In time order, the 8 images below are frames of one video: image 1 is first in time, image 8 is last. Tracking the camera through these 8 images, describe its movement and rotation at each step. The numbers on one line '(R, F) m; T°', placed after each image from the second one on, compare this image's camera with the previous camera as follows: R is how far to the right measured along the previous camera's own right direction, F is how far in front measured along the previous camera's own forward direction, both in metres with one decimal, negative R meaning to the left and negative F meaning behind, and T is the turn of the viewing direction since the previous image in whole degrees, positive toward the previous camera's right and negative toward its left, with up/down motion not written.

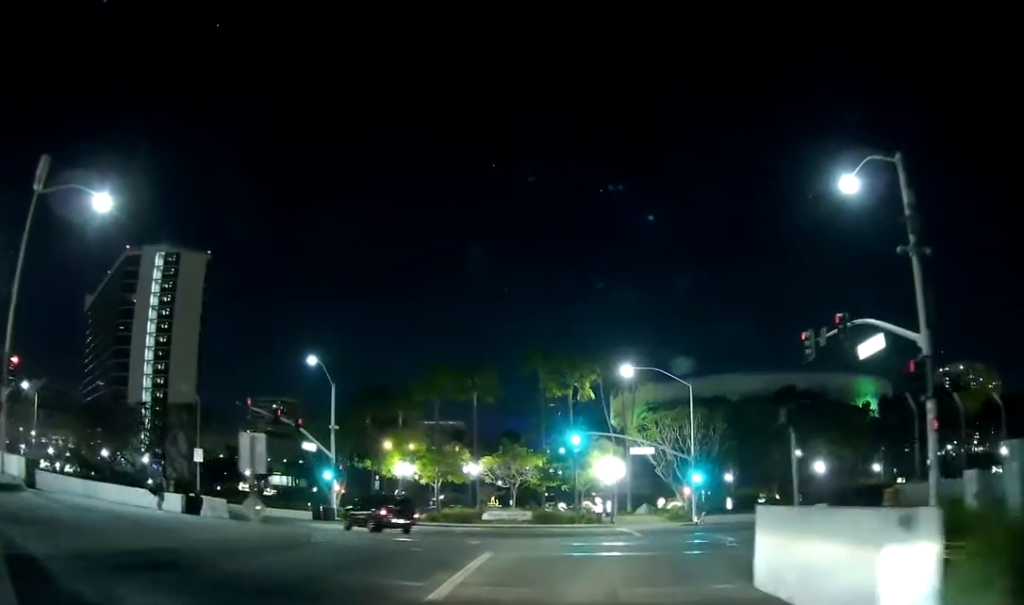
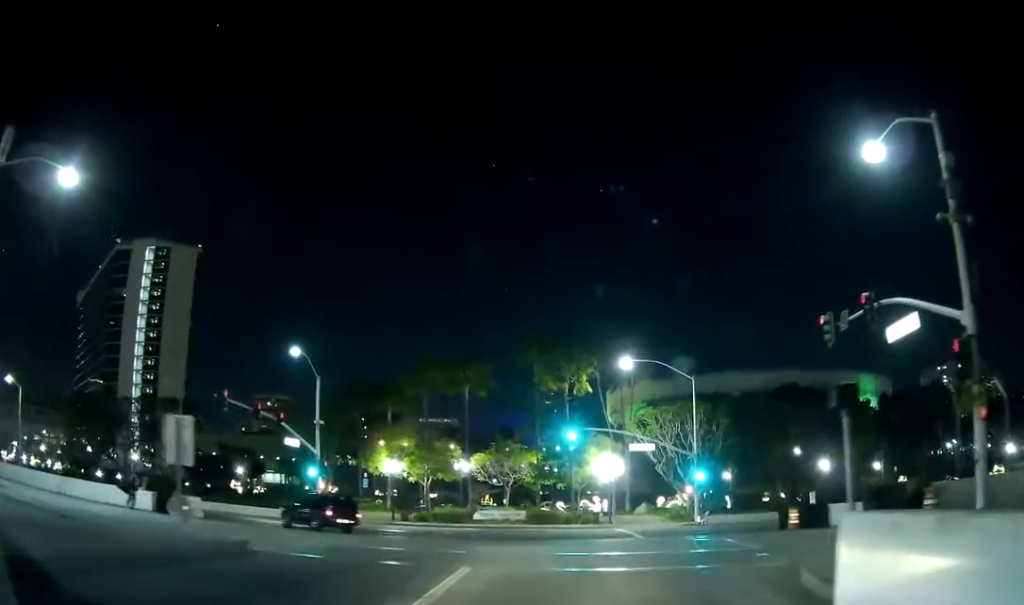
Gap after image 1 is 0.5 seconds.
(0.0, +2.7) m; 0°
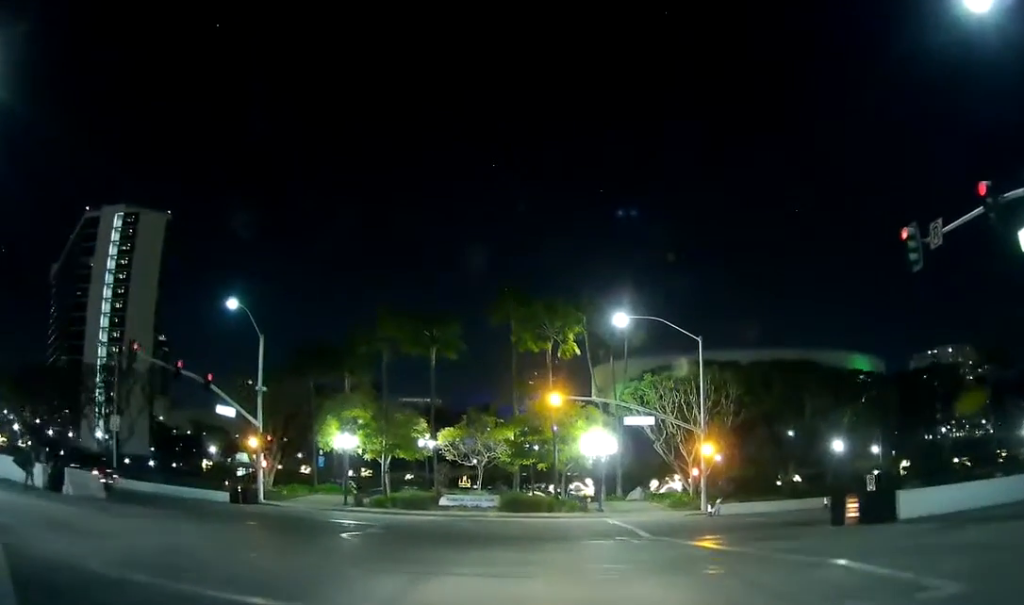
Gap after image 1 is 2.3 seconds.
(0.0, +8.3) m; -3°
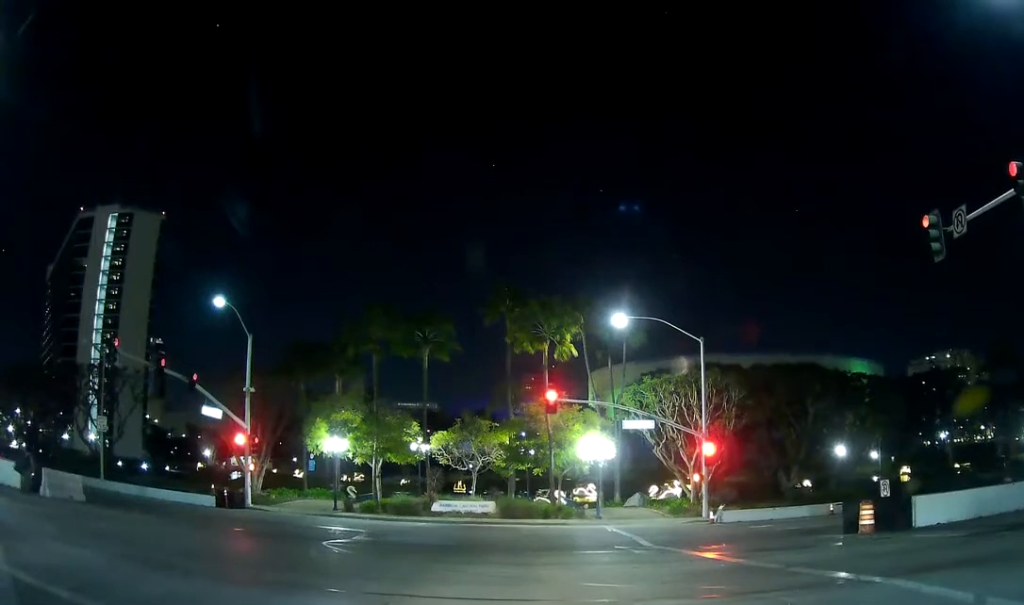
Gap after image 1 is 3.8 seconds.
(-0.4, +2.9) m; -6°
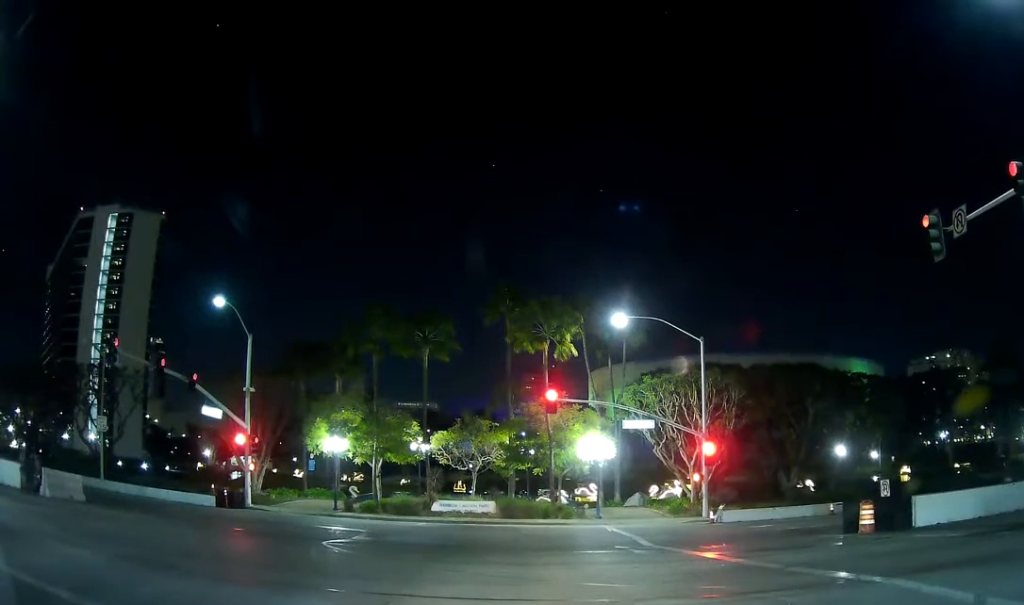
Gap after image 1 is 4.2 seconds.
(-0.1, +0.1) m; 0°
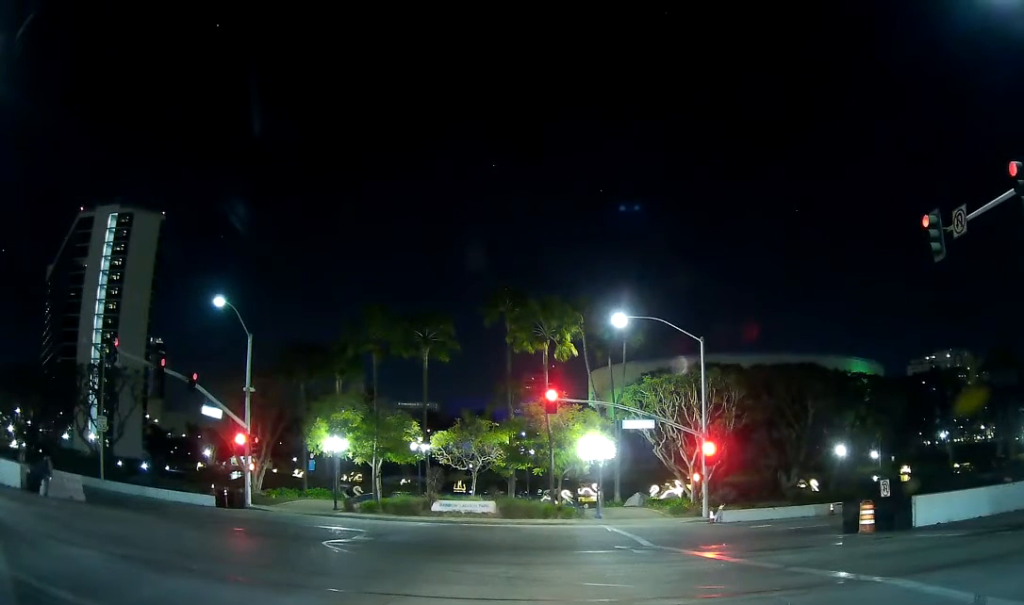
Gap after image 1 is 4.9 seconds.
(0.0, 0.0) m; 0°
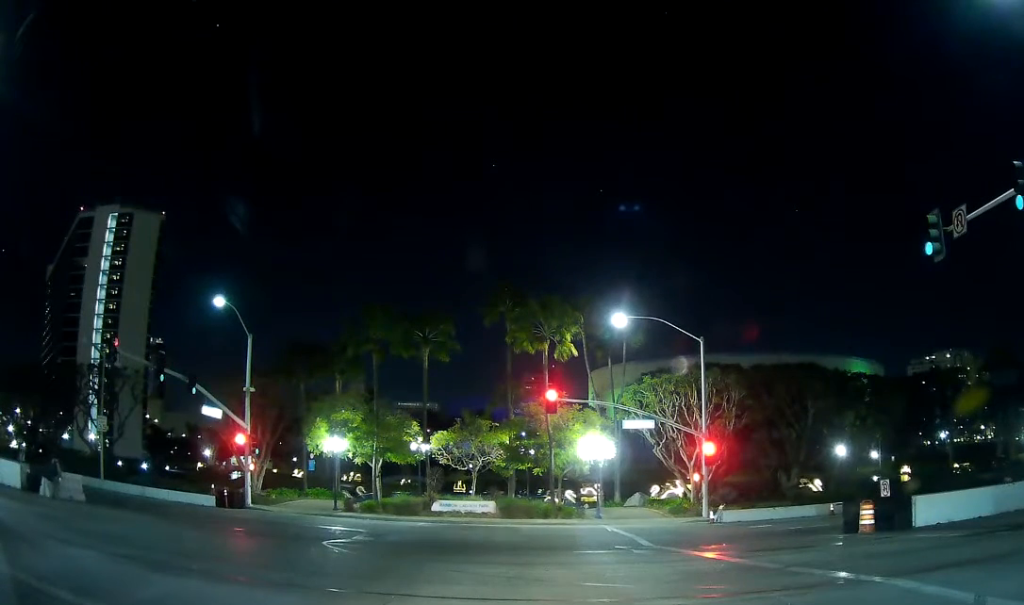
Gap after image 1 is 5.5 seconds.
(0.0, 0.0) m; 0°
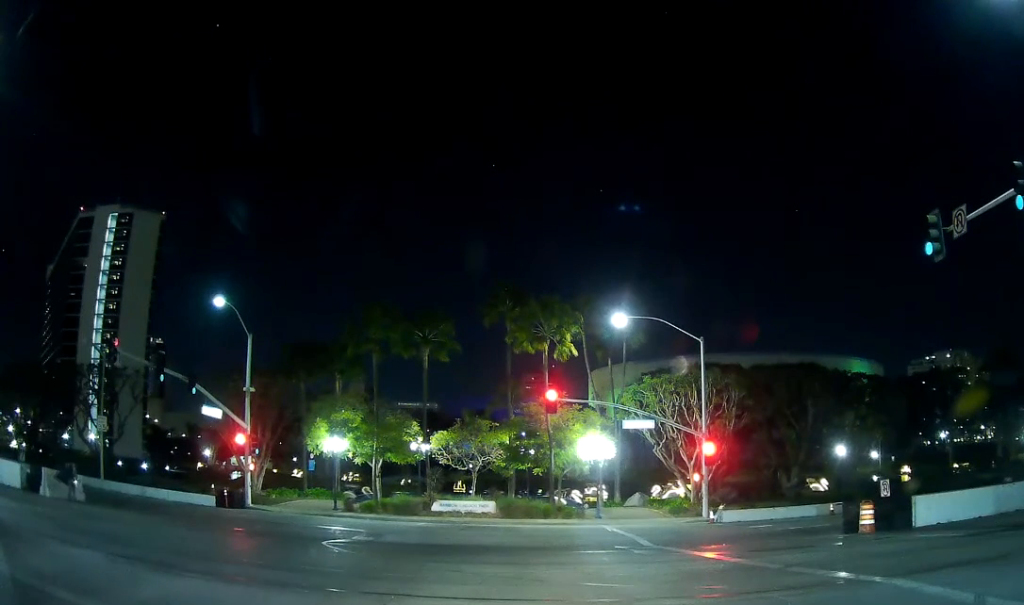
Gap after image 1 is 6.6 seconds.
(0.0, 0.0) m; 0°
